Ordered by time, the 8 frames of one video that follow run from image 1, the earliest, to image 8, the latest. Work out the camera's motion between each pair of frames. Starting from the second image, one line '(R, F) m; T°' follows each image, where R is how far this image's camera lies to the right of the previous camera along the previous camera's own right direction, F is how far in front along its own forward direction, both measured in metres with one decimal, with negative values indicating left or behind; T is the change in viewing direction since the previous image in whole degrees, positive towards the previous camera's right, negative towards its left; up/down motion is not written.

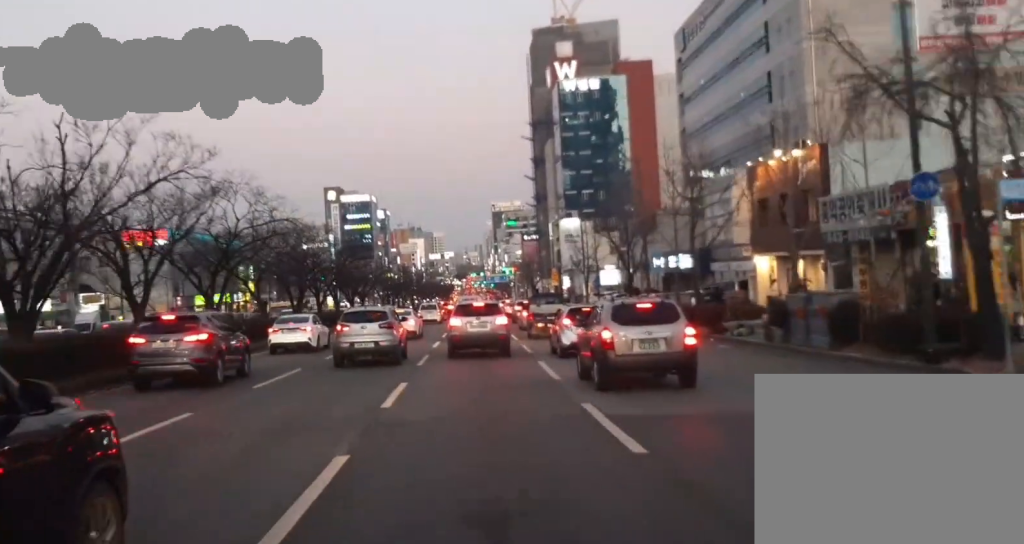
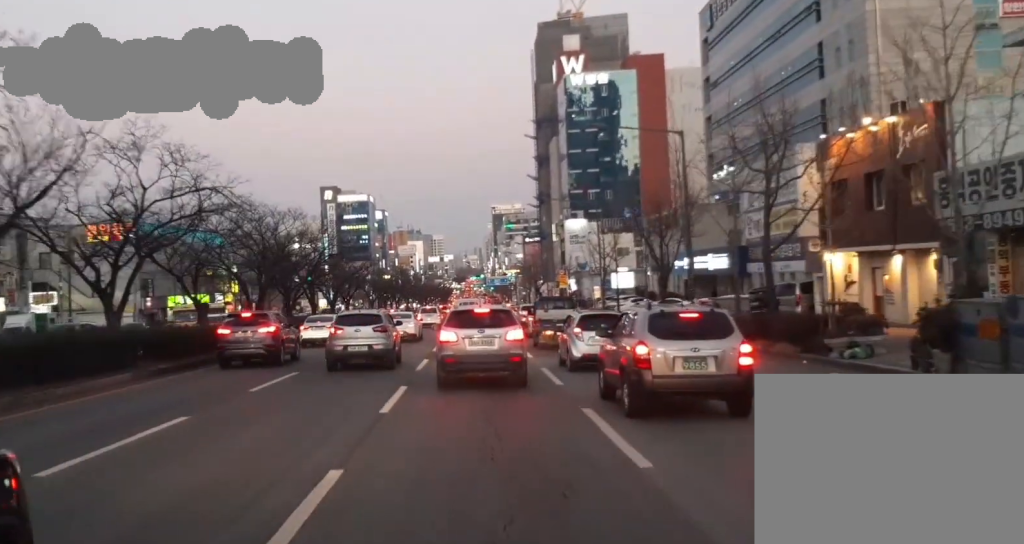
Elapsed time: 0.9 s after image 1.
(0.0, +11.7) m; 0°
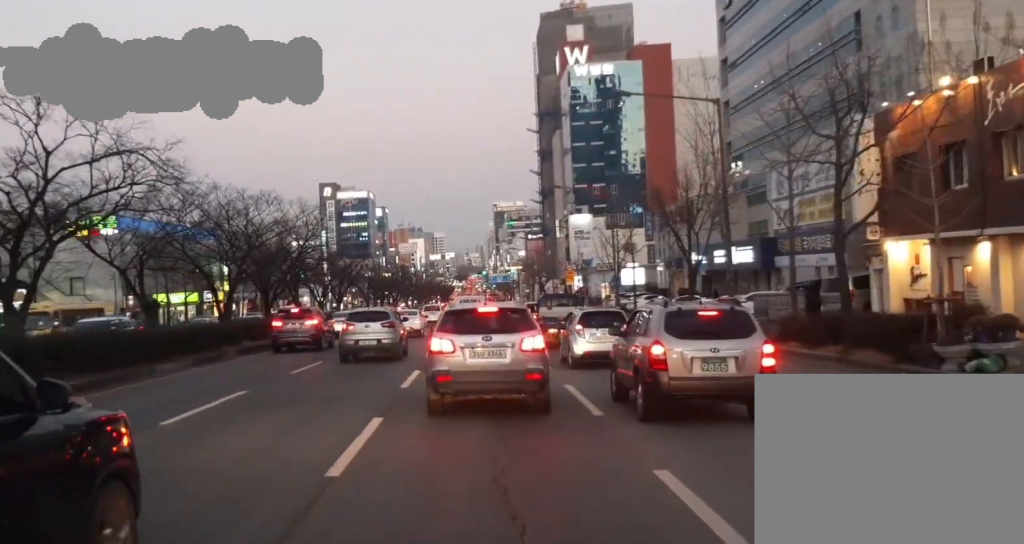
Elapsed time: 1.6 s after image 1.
(0.0, +8.4) m; 0°
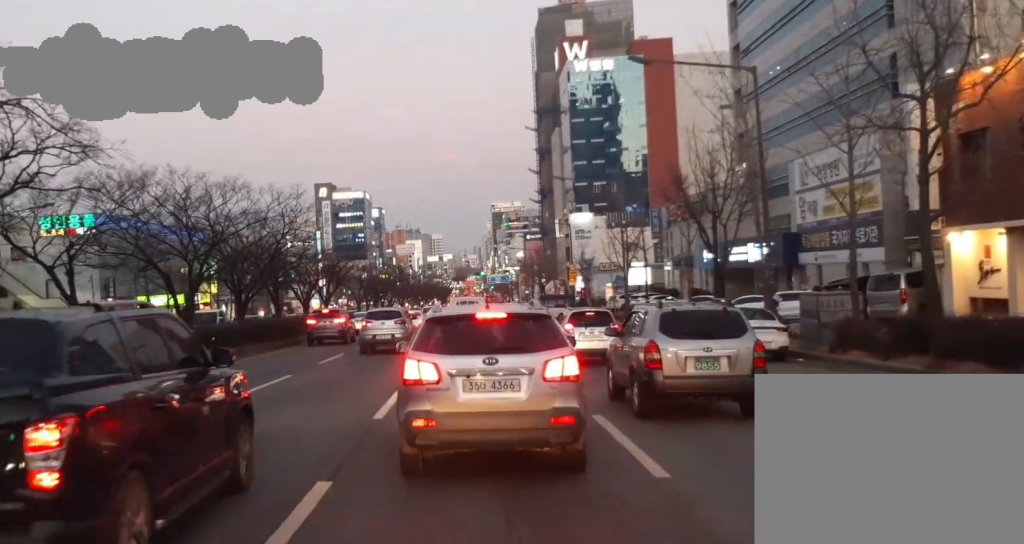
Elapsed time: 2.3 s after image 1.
(0.0, +8.5) m; 0°
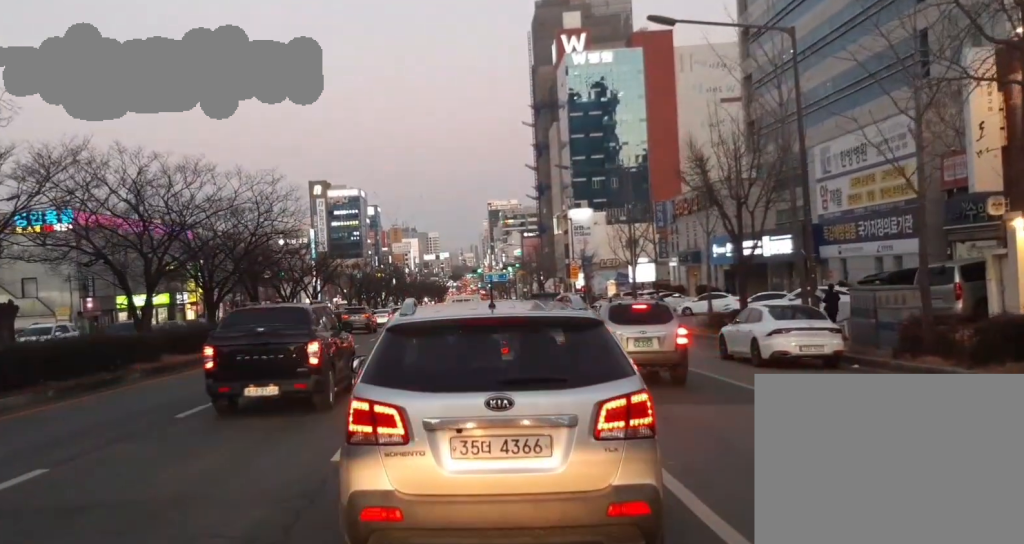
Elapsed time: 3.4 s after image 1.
(0.0, +10.7) m; 0°
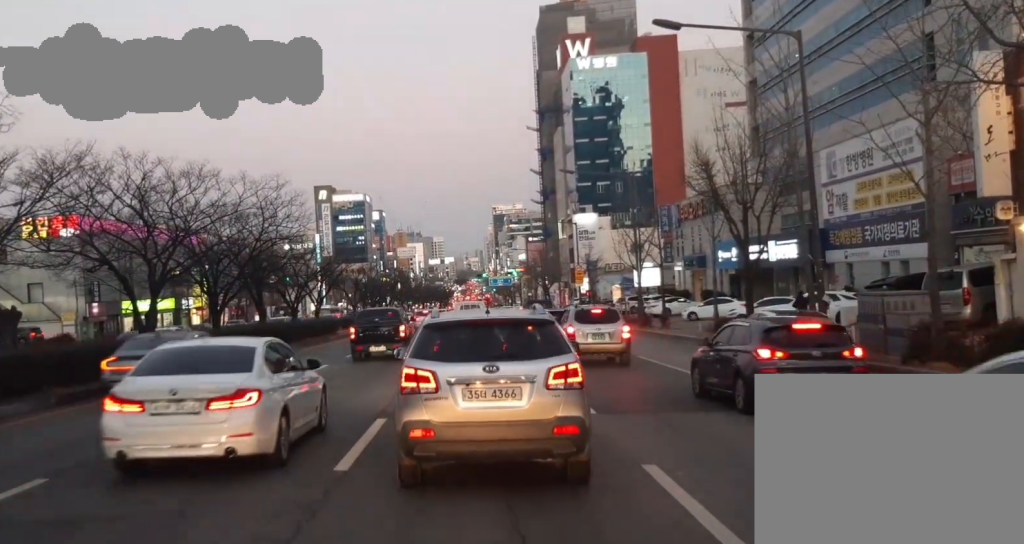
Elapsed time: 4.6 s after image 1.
(0.0, +10.3) m; 0°
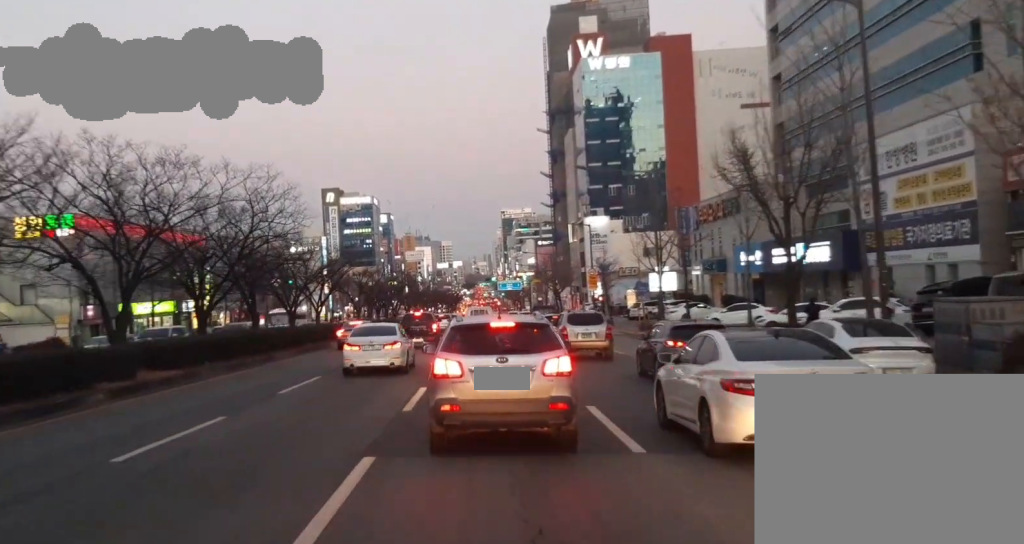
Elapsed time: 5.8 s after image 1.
(0.0, +9.9) m; 0°
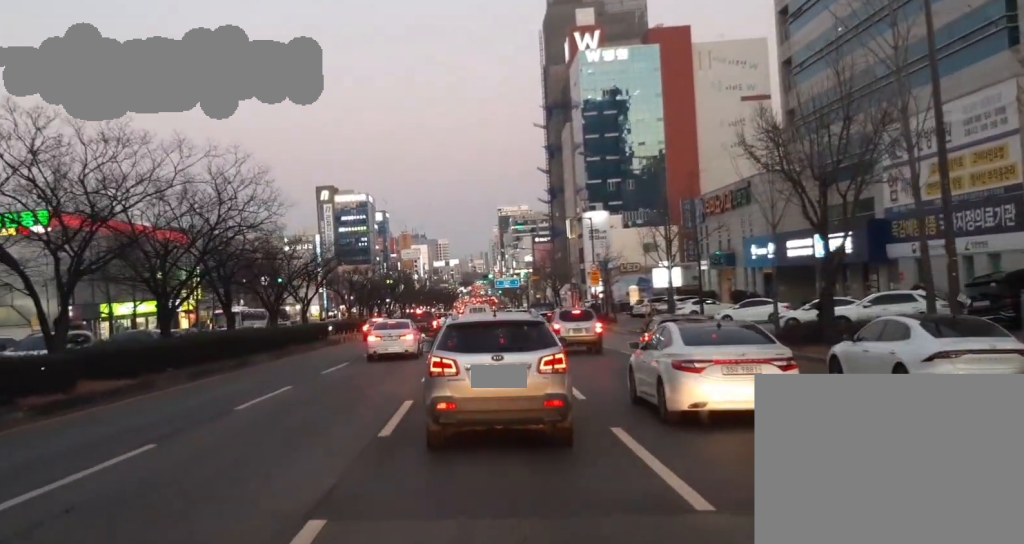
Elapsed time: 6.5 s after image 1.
(0.0, +4.9) m; 0°
